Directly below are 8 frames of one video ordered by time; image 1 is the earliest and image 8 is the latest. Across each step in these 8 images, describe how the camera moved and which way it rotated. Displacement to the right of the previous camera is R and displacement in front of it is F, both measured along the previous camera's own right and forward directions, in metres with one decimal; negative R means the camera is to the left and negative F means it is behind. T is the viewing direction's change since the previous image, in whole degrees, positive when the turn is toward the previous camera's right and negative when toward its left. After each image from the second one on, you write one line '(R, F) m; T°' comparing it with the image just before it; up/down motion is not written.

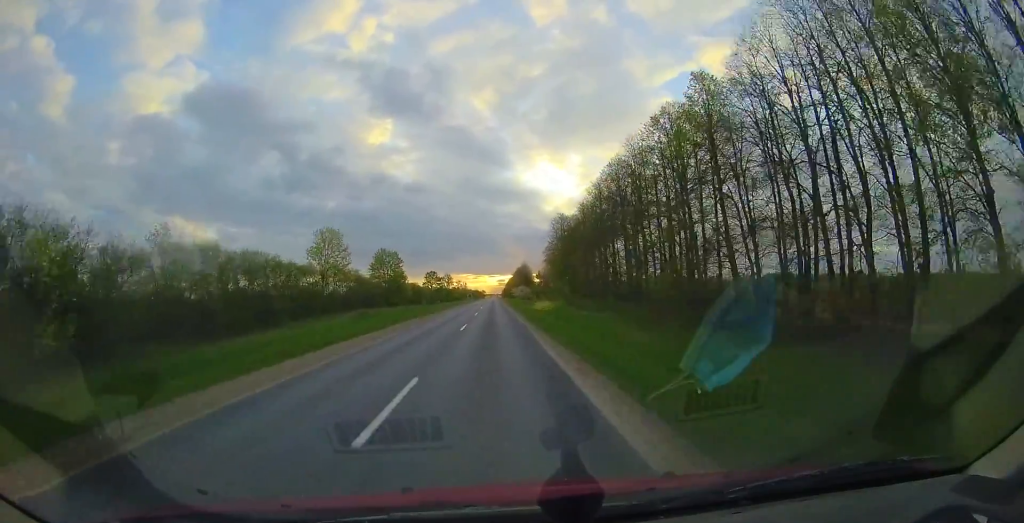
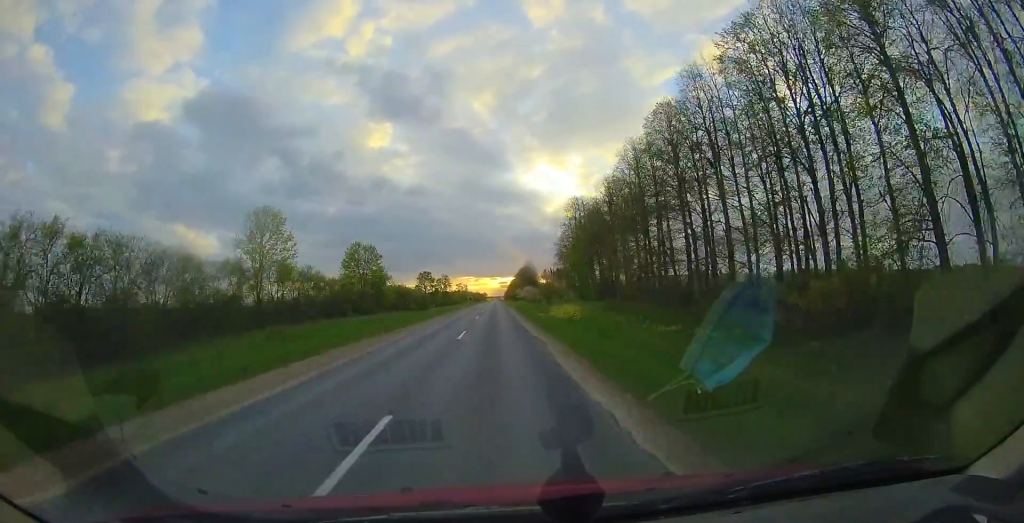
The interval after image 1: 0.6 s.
(-0.1, +14.0) m; -1°
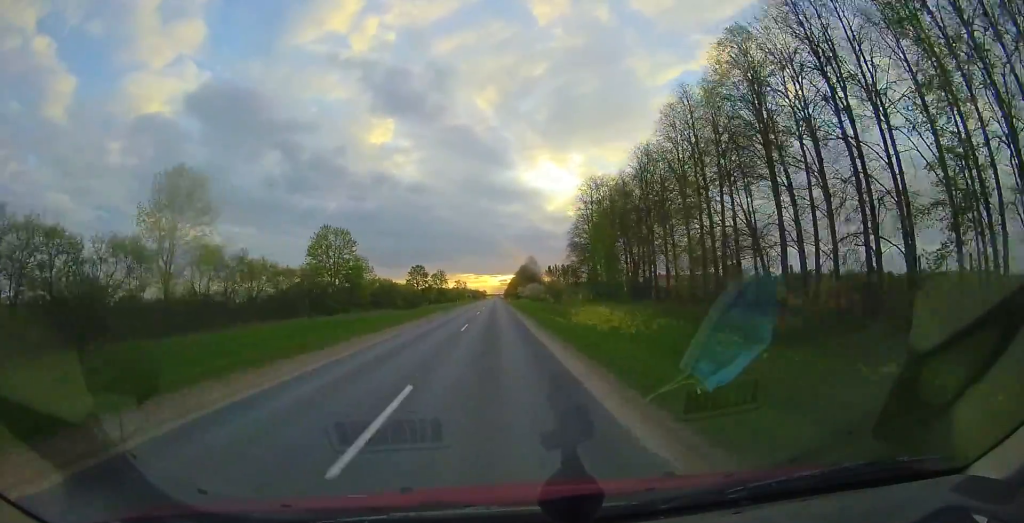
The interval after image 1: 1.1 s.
(-0.1, +10.9) m; 0°
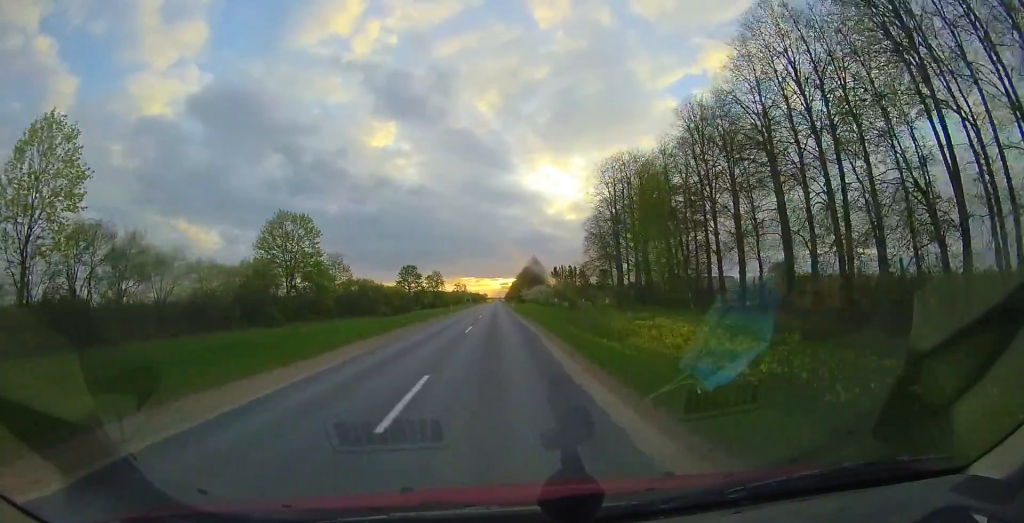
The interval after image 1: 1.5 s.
(0.0, +10.5) m; 0°
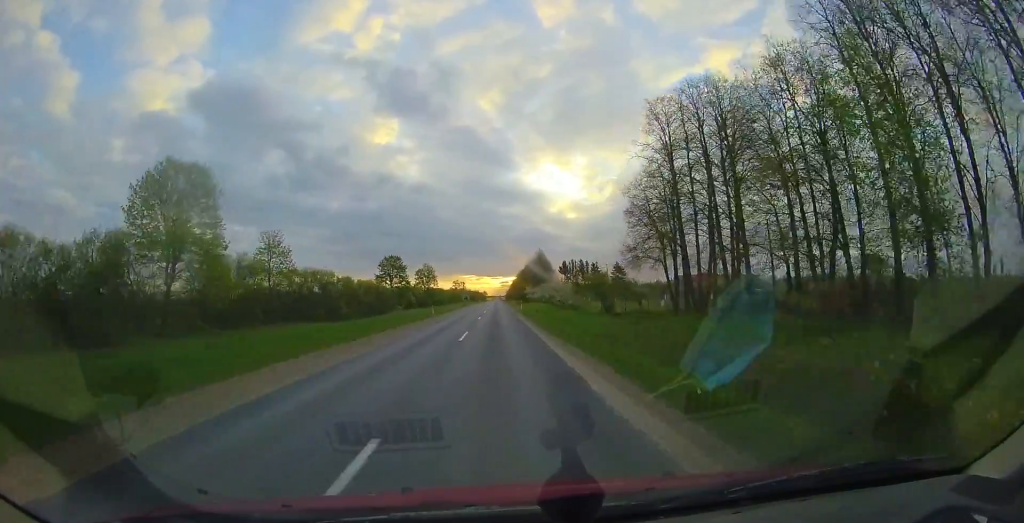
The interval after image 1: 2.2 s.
(0.0, +15.8) m; 0°
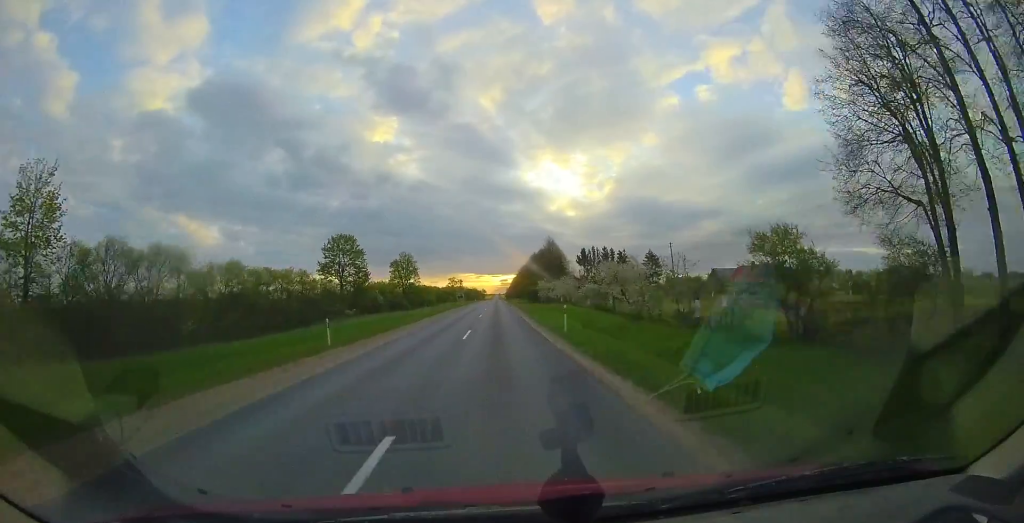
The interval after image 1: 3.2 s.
(+0.2, +23.8) m; 0°
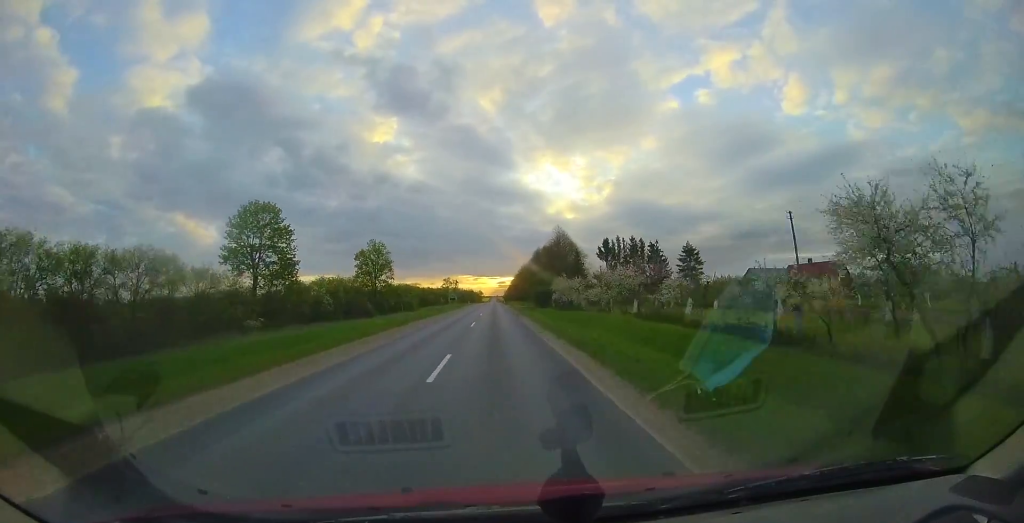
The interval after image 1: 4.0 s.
(0.0, +17.9) m; 0°
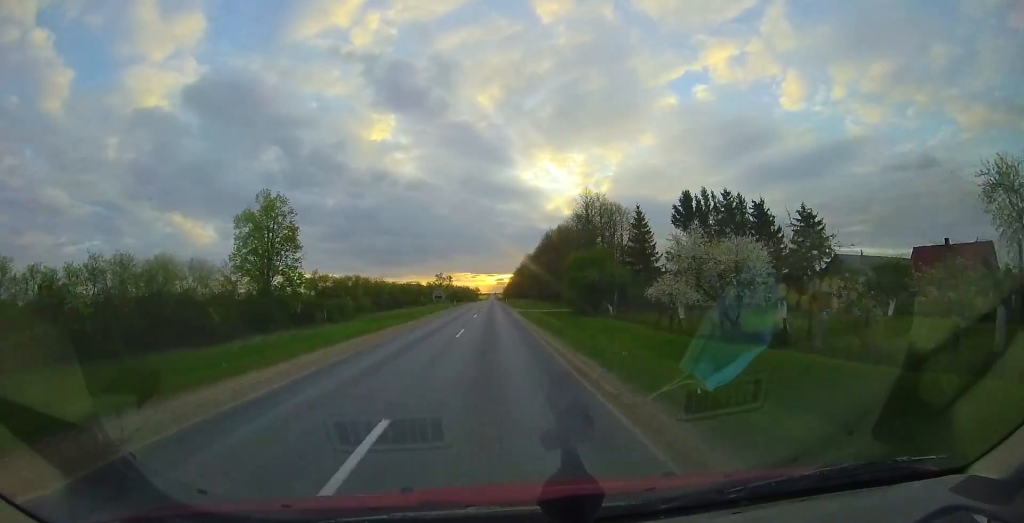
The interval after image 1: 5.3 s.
(-0.2, +29.3) m; 0°
